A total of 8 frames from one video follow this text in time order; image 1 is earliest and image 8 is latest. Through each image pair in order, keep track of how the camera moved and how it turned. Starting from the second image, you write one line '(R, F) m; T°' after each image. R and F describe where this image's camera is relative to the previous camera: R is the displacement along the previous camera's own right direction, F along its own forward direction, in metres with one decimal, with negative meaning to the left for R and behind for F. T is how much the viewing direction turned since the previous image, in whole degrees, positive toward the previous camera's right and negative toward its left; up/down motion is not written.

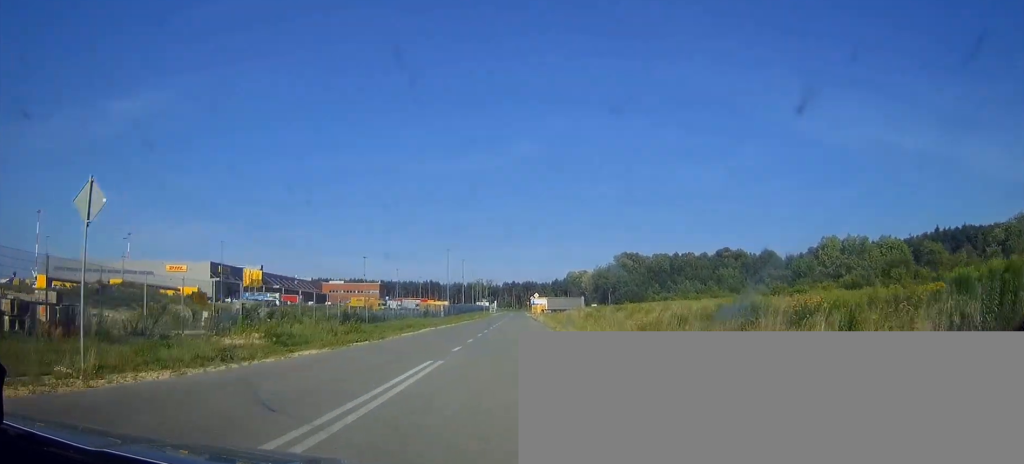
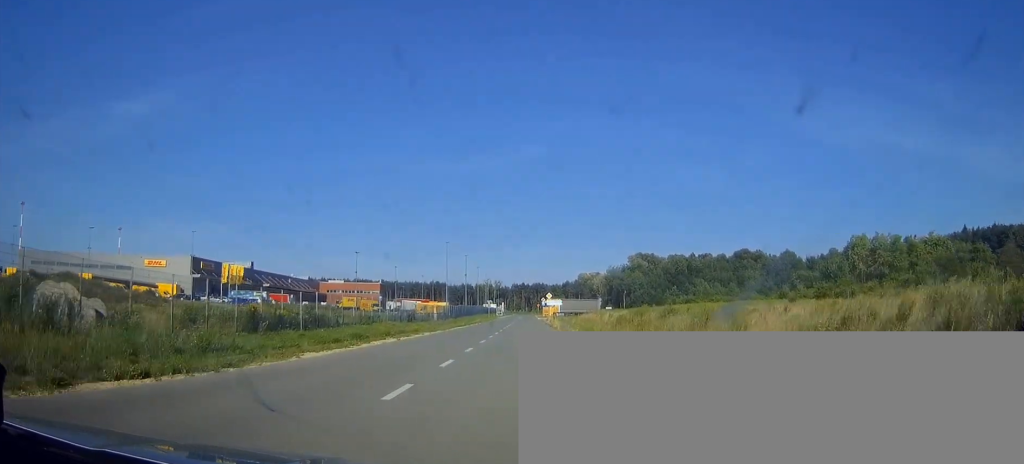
(0.0, +16.6) m; 0°
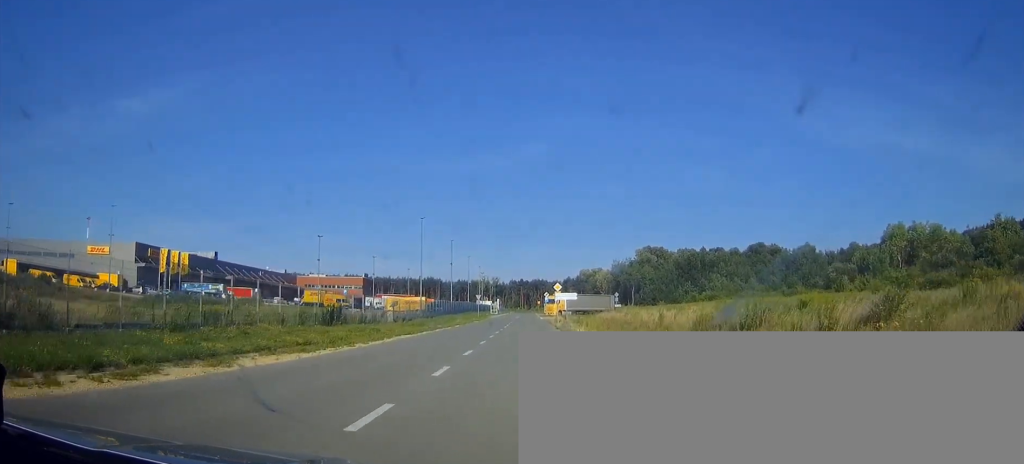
(+0.1, +23.4) m; +1°
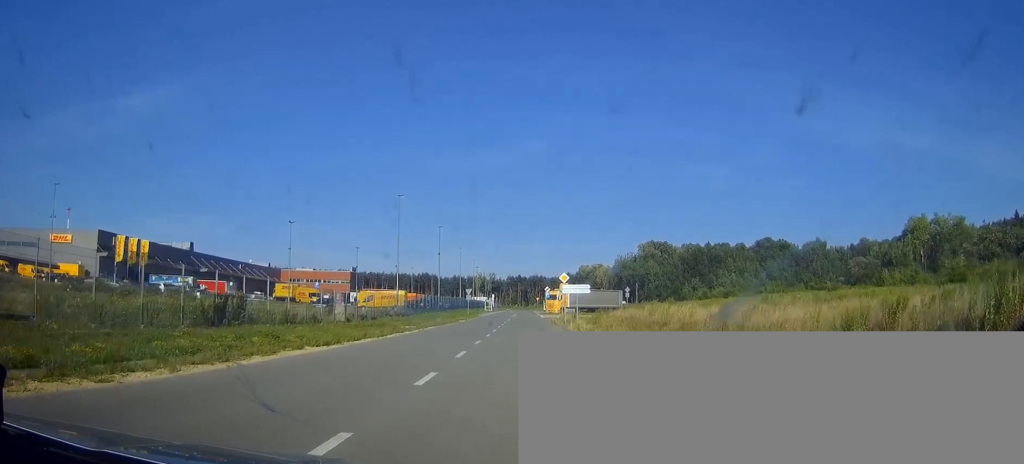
(0.0, +10.9) m; 0°
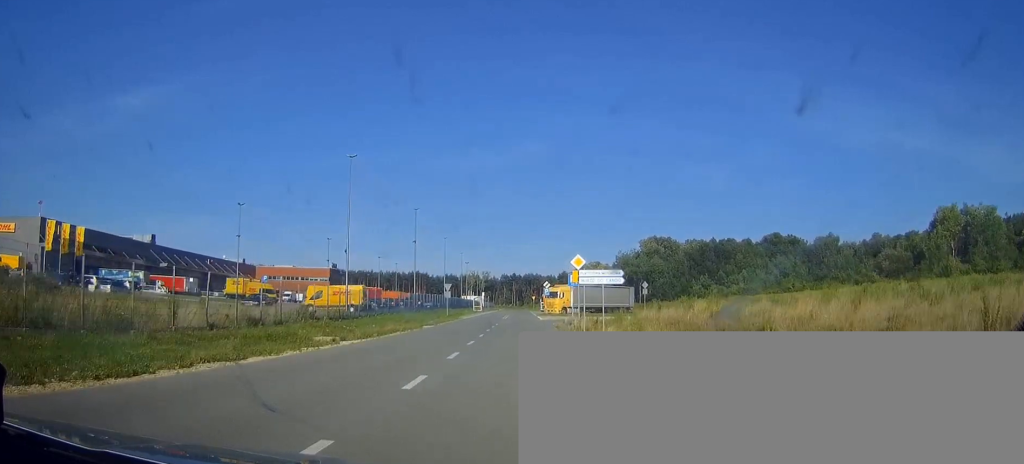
(-0.1, +13.6) m; 0°
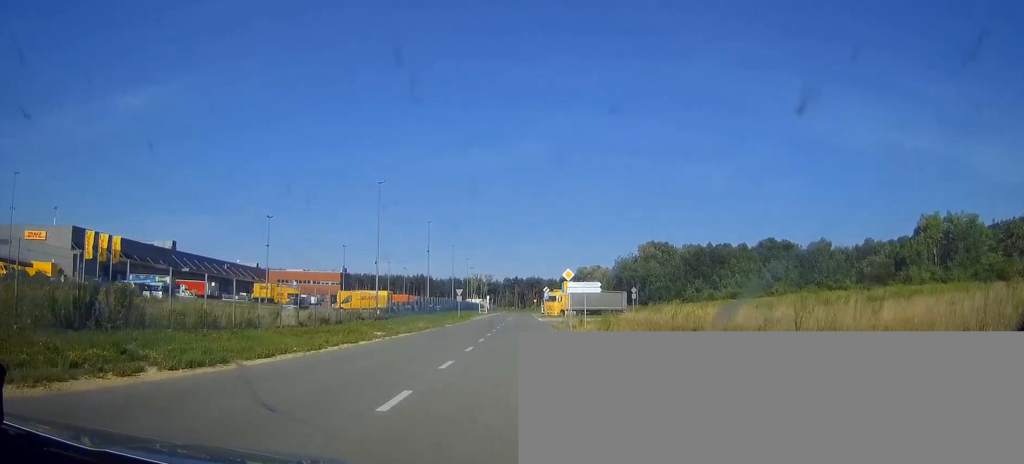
(0.0, +5.1) m; 0°
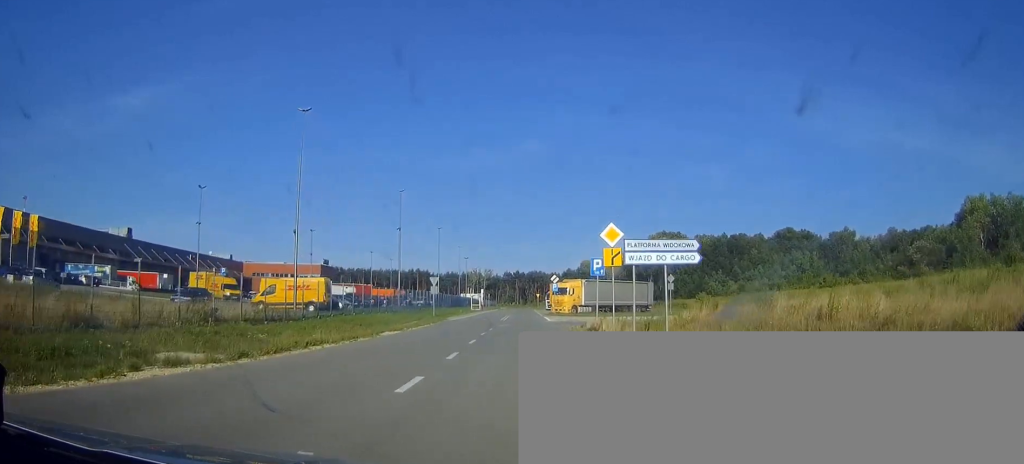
(0.0, +18.5) m; 0°
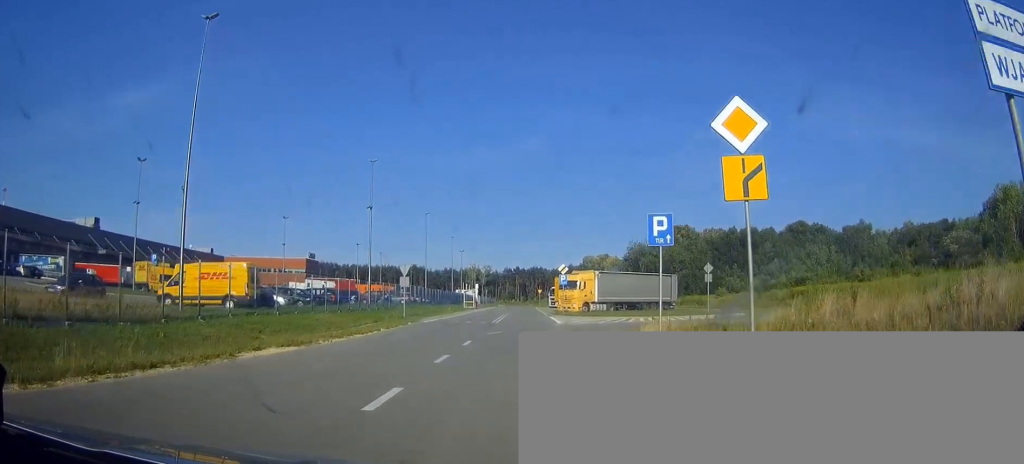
(+0.1, +12.8) m; +1°
